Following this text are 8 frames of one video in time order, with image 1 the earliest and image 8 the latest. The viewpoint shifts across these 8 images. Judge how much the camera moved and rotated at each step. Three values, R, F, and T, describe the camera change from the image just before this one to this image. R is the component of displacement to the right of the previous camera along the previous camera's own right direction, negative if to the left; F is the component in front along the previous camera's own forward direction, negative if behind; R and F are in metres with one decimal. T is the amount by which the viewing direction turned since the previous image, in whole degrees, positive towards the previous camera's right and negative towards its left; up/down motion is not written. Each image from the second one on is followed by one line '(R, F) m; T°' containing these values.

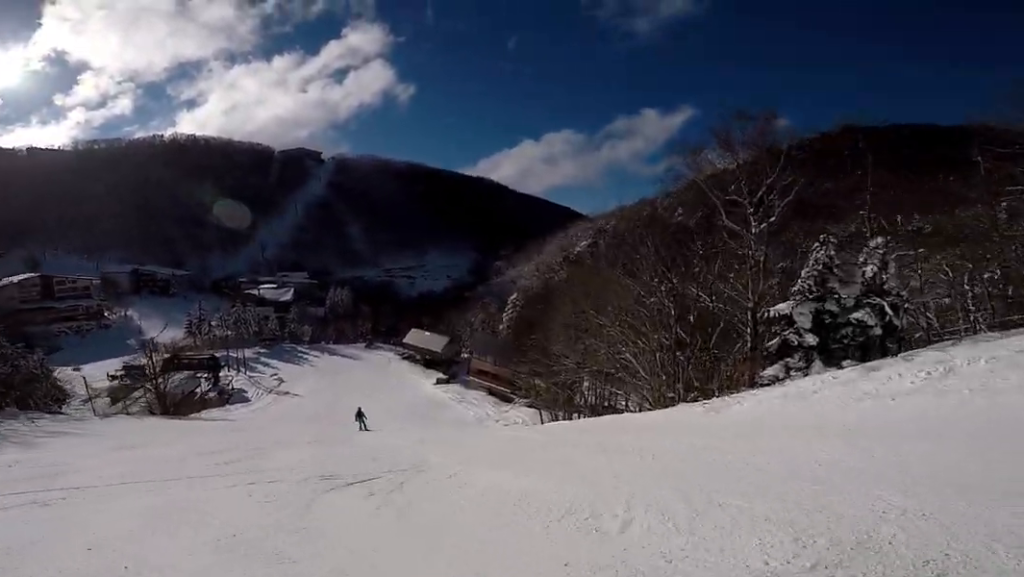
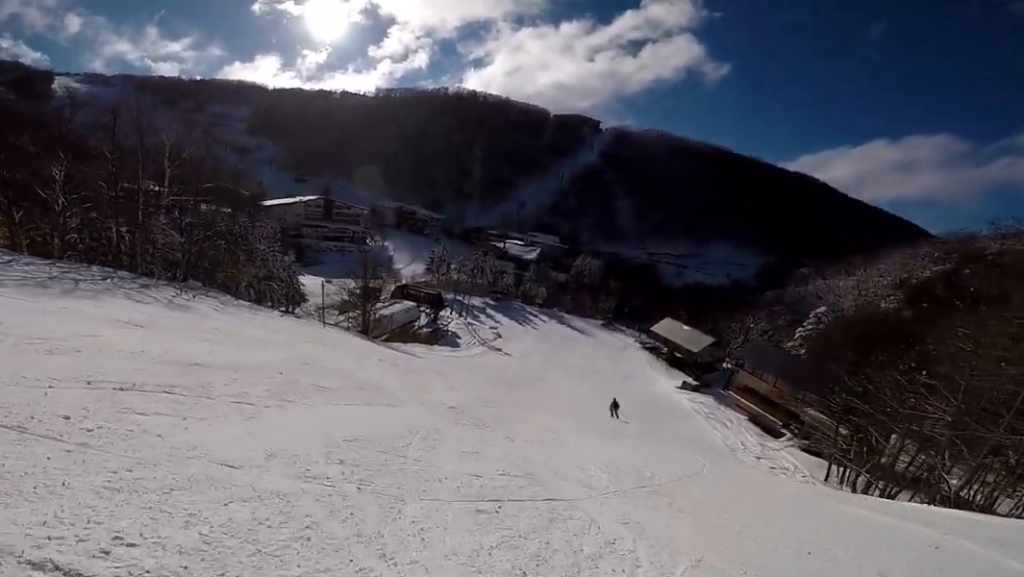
(-1.9, +7.3) m; -29°
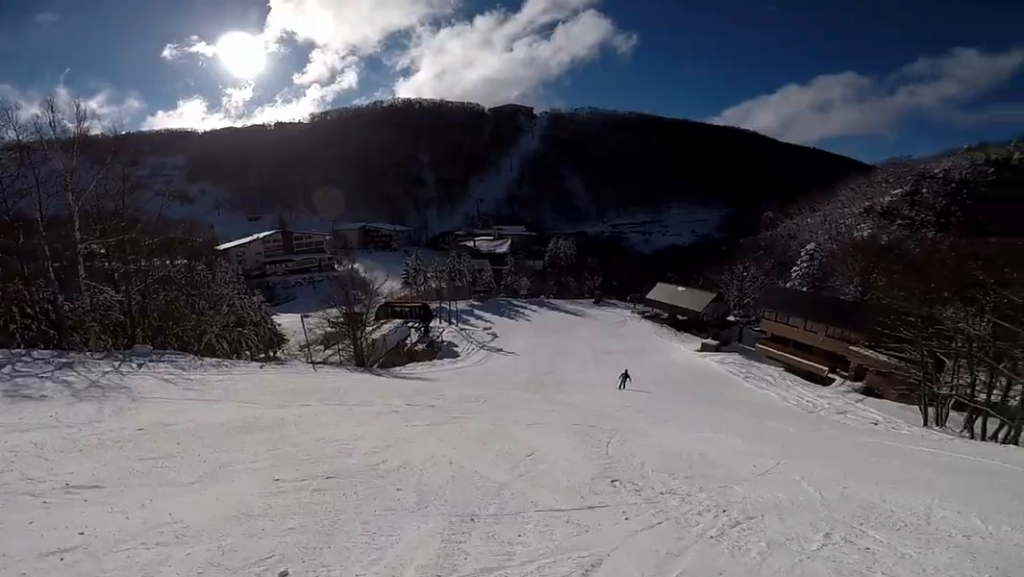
(-0.9, +5.6) m; -7°
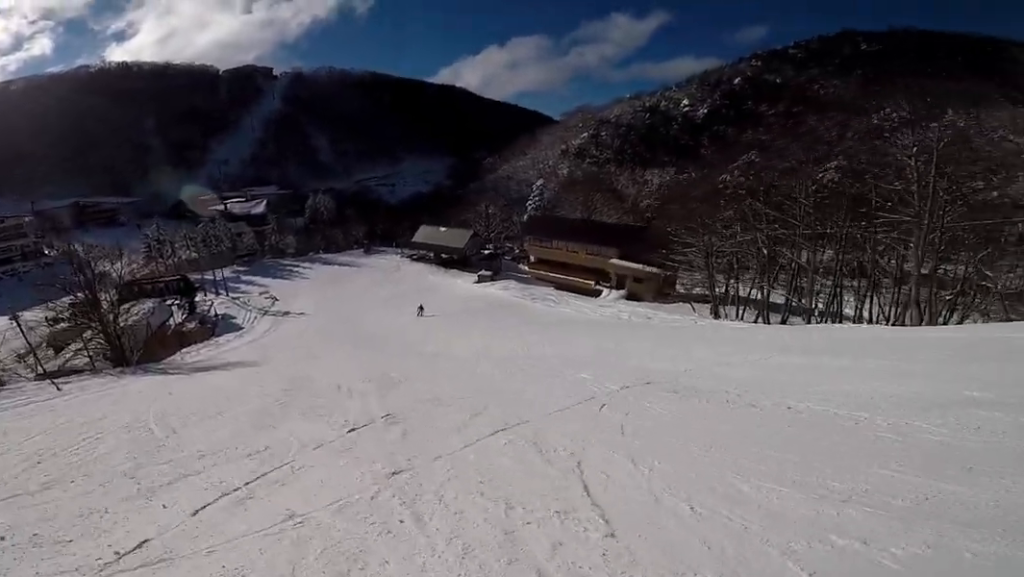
(+1.3, +7.3) m; +34°
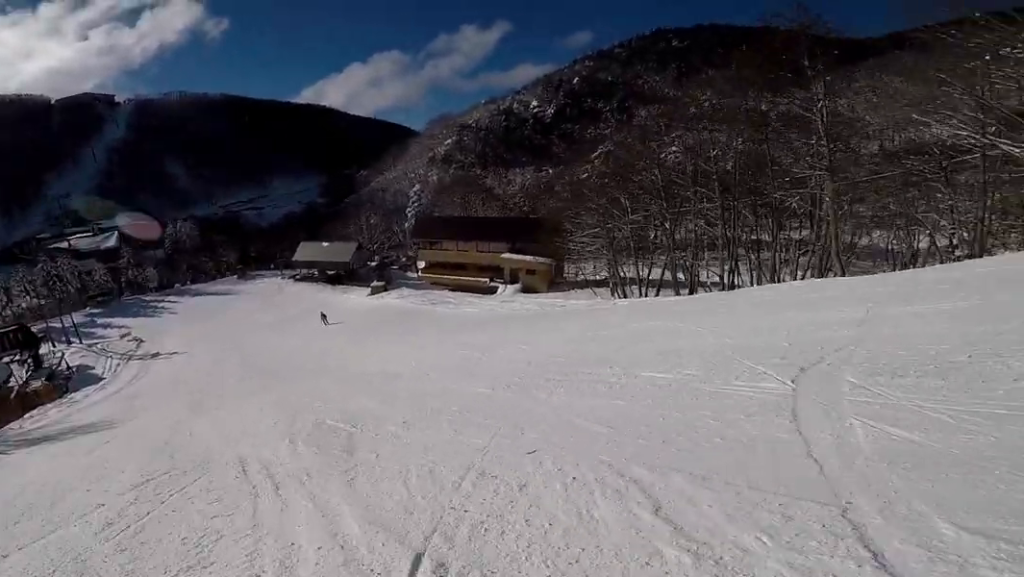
(+0.9, +4.2) m; +23°
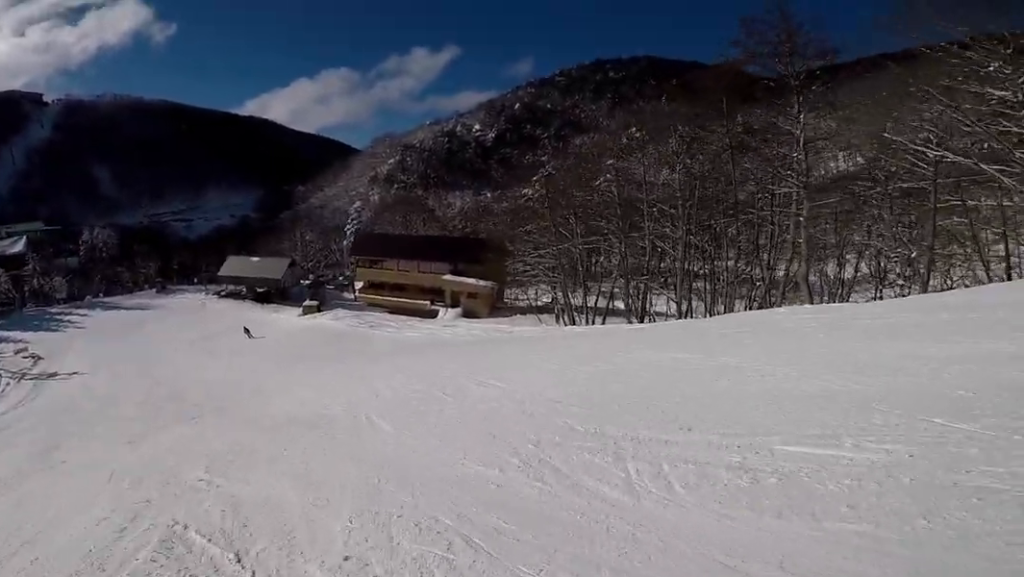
(+0.7, +3.6) m; +4°
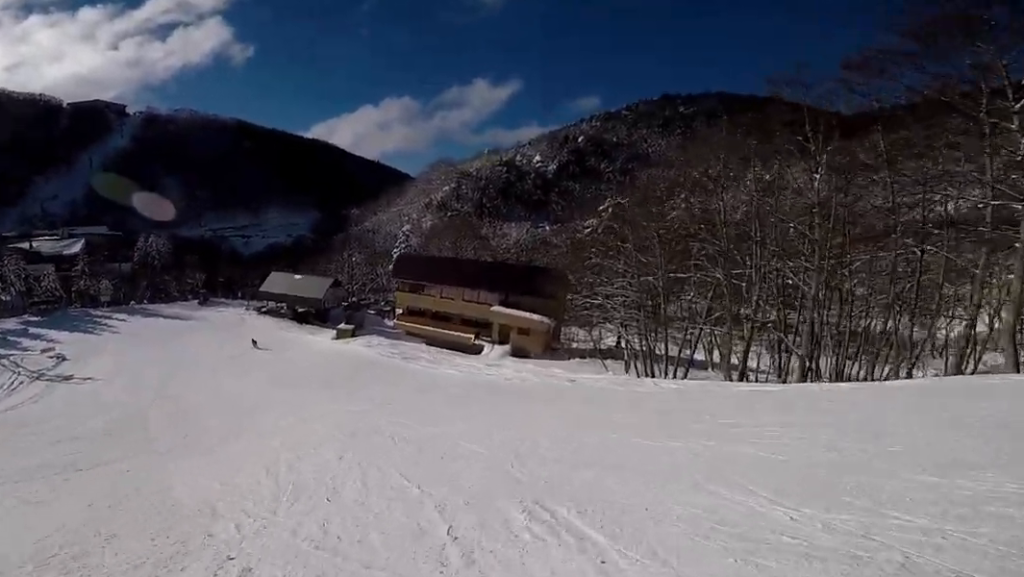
(+0.5, +6.4) m; -3°
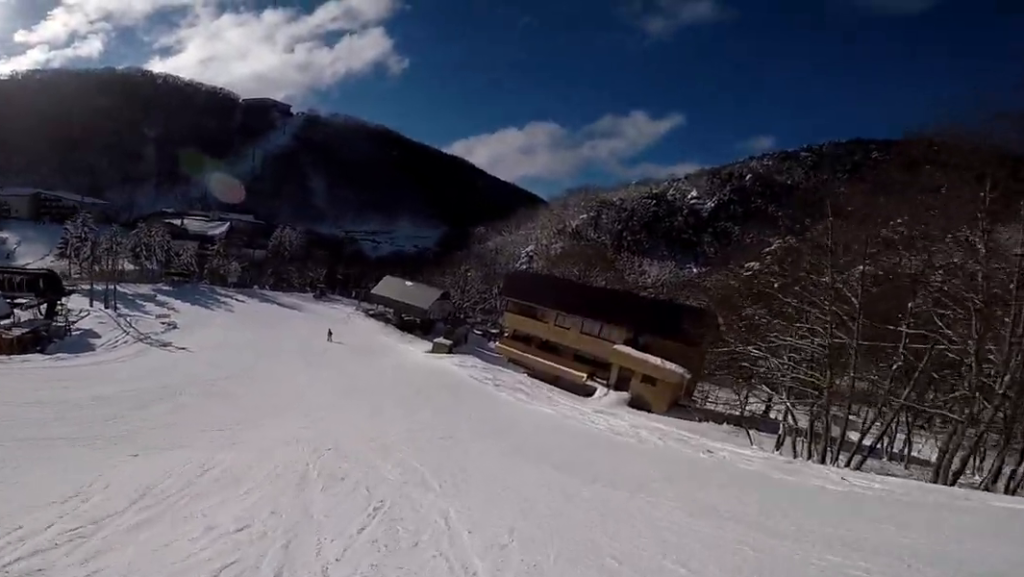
(+0.4, +4.8) m; -12°
